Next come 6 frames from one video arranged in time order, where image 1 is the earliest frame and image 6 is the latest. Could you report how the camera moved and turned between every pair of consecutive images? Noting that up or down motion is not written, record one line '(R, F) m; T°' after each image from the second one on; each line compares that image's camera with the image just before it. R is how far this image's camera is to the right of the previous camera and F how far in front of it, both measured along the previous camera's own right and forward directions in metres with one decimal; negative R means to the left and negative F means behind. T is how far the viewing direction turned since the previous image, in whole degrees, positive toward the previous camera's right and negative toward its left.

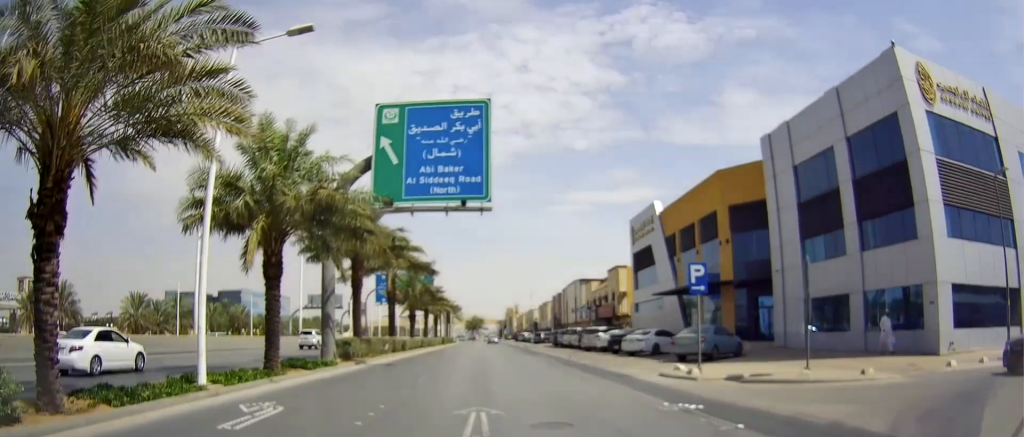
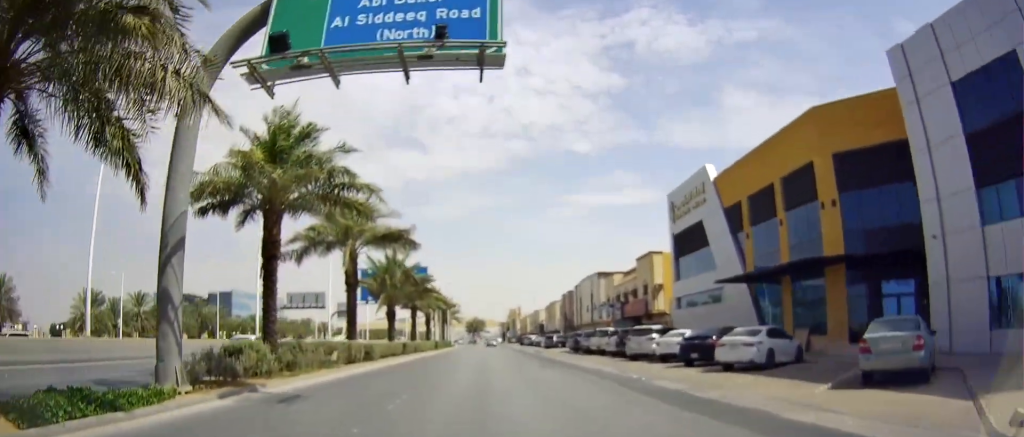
(-0.1, +12.8) m; -2°
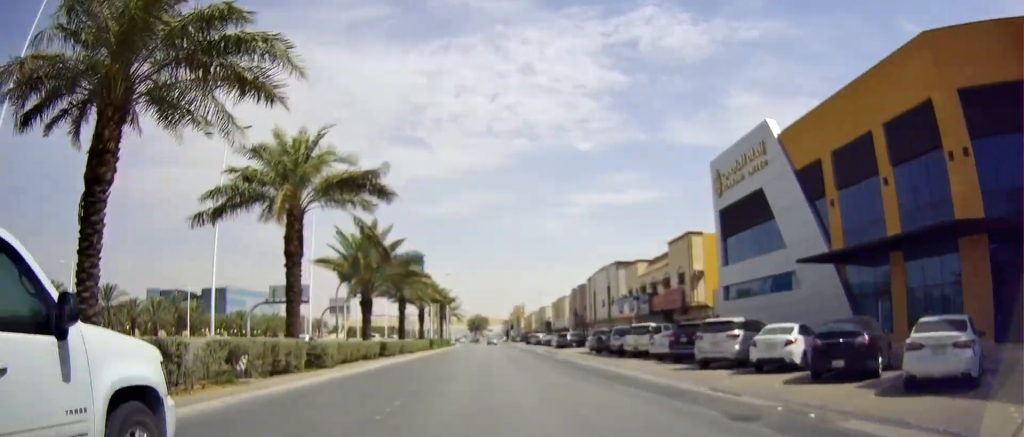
(-0.3, +9.3) m; +1°
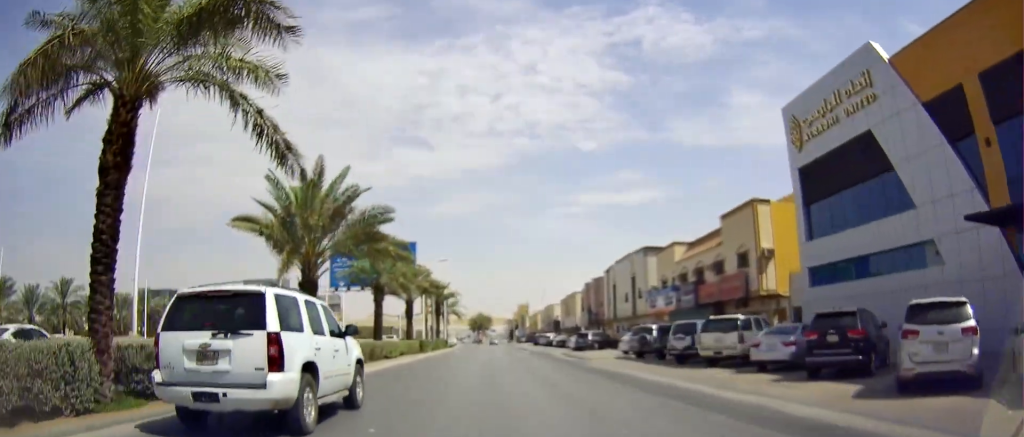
(+0.5, +10.8) m; +1°
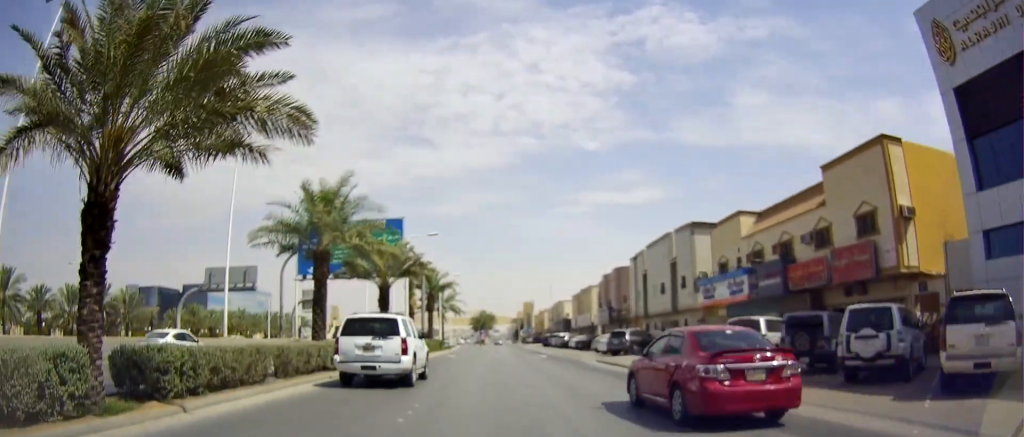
(-0.4, +12.6) m; -4°
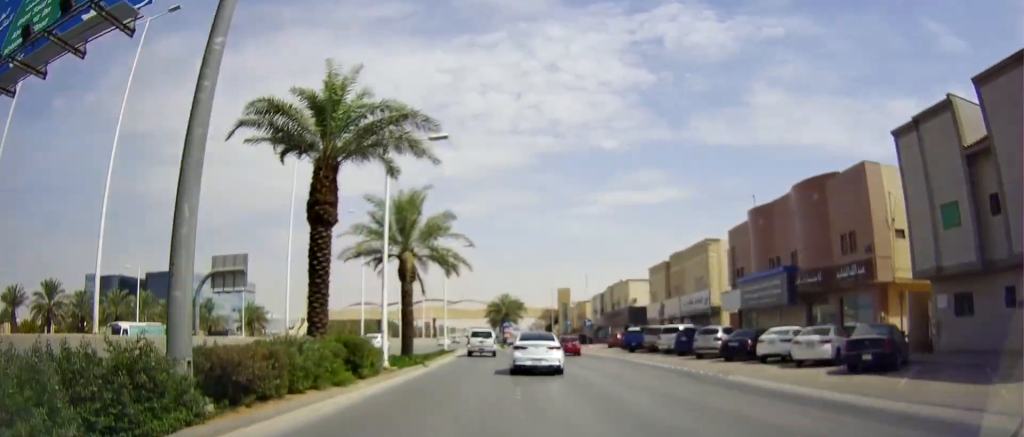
(+0.9, +42.9) m; +2°
